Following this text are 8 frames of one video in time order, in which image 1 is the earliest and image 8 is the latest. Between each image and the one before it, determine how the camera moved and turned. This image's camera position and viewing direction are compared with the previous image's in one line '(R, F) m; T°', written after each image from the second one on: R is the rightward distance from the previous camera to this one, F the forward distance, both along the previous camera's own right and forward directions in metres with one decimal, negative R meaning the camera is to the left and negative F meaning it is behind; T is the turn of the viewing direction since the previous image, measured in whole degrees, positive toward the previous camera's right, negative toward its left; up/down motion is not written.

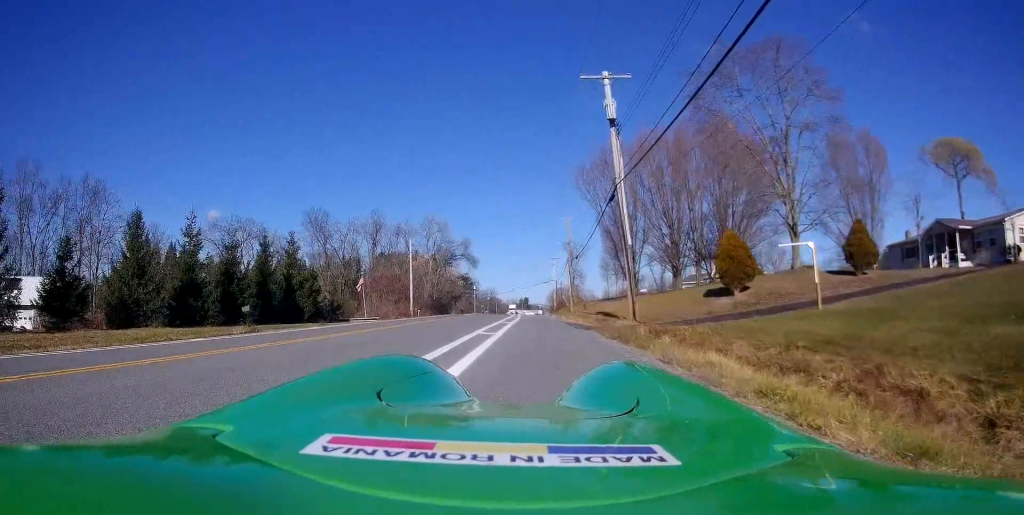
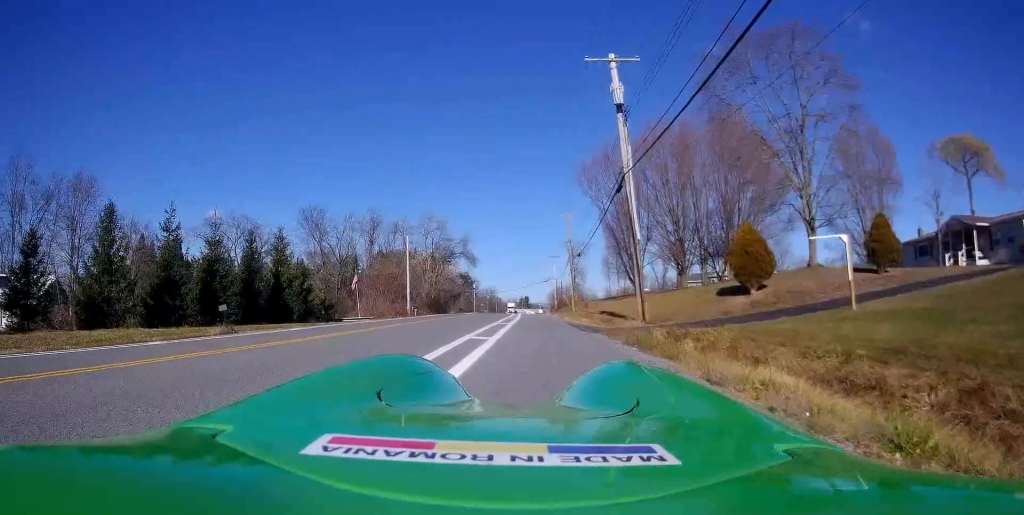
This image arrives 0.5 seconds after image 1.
(+0.1, +2.1) m; +1°
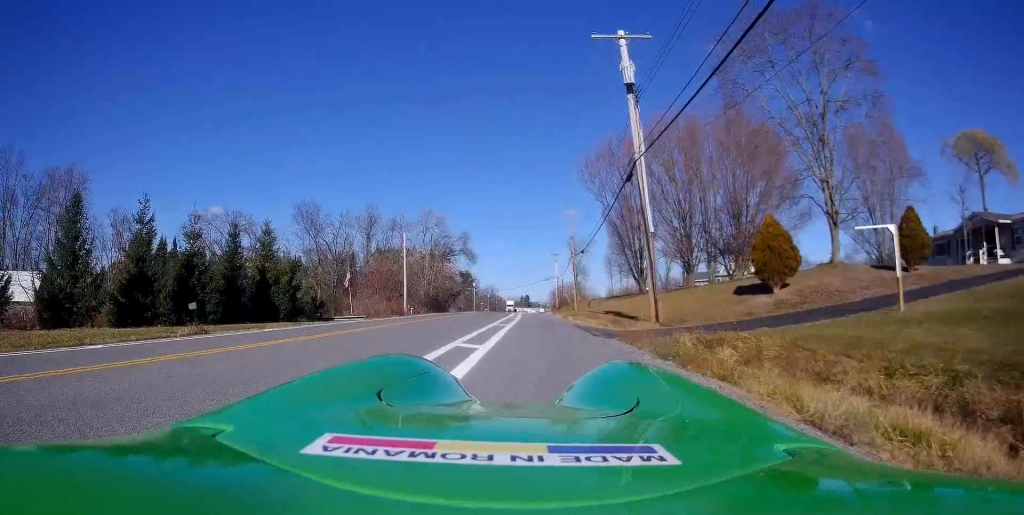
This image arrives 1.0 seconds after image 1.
(0.0, +2.4) m; 0°
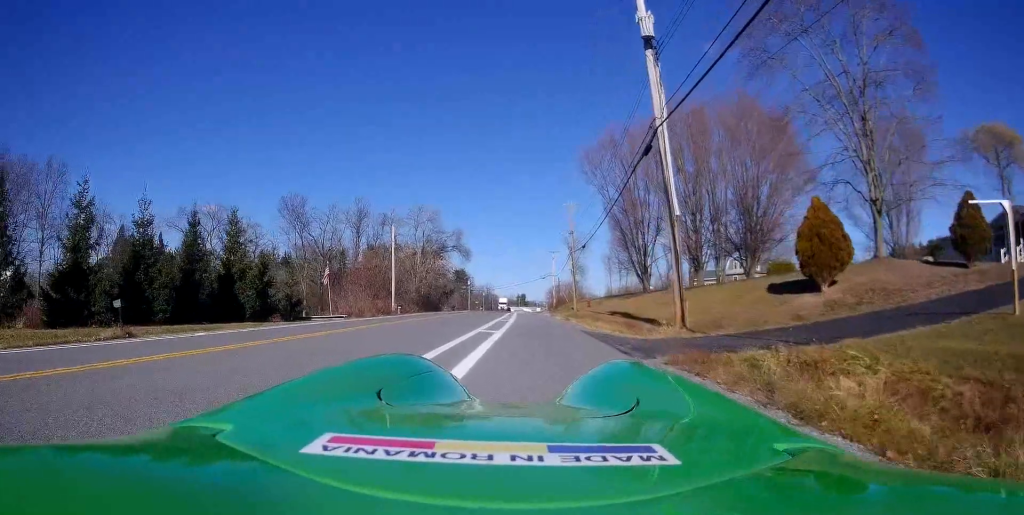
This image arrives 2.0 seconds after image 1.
(0.0, +4.3) m; 0°
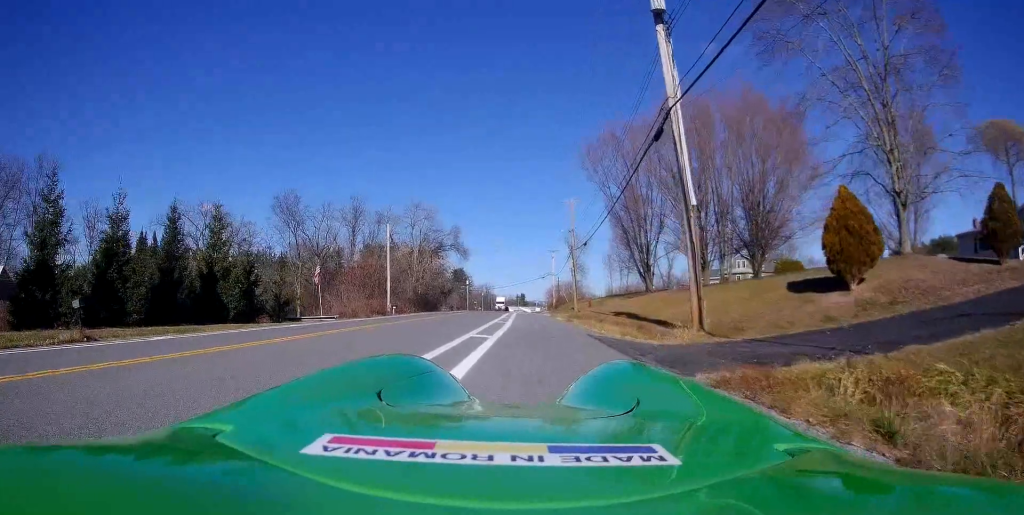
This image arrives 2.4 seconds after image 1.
(0.0, +2.1) m; 0°
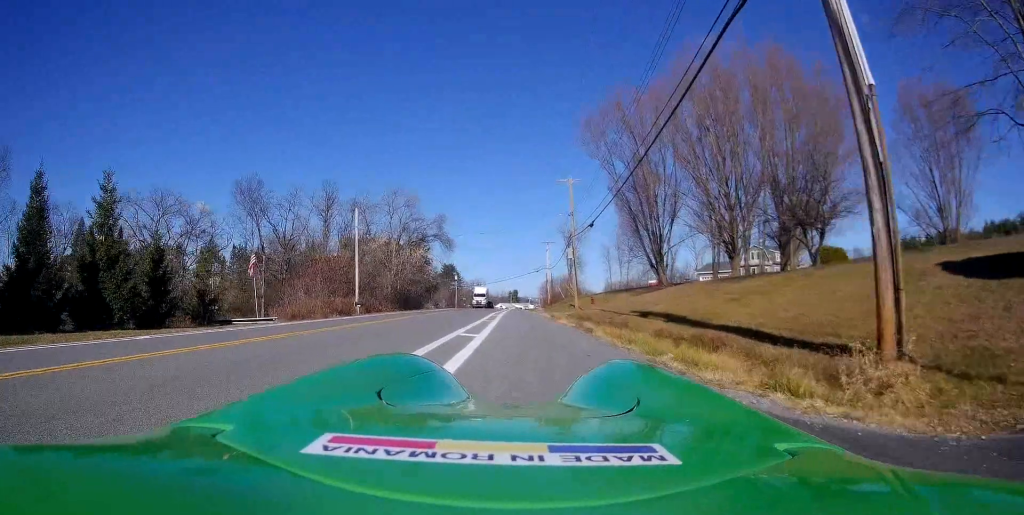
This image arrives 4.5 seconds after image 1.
(0.0, +9.3) m; 0°
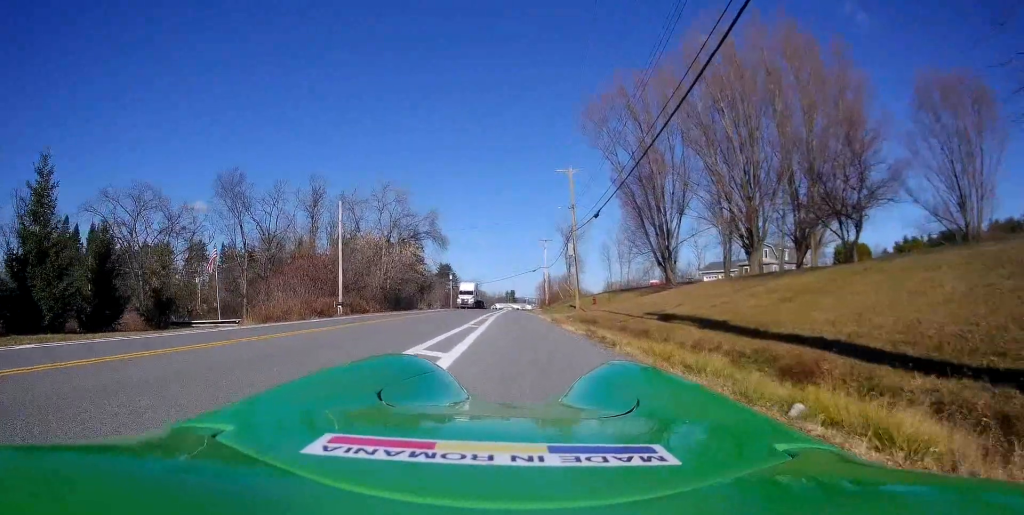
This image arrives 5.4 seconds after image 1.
(0.0, +4.2) m; 0°
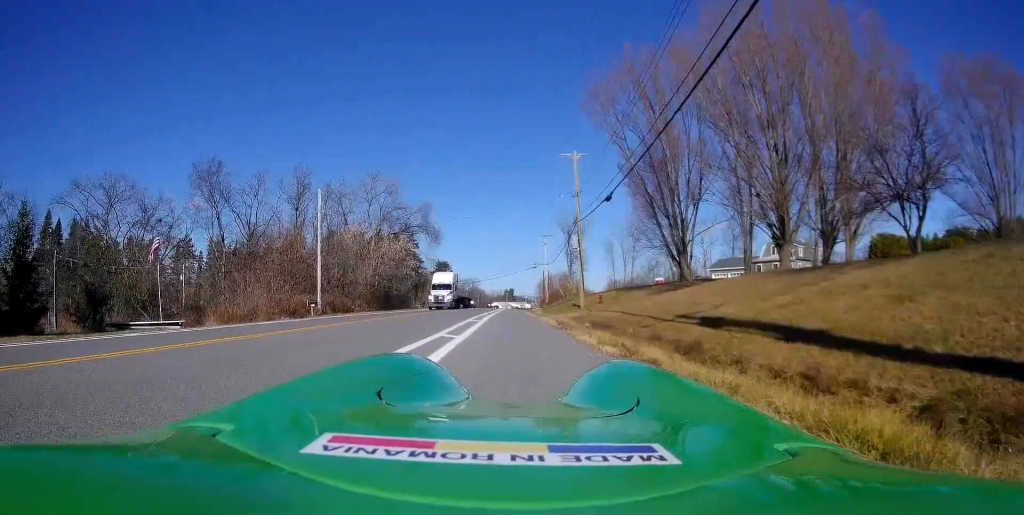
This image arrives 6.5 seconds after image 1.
(0.0, +5.4) m; 0°
